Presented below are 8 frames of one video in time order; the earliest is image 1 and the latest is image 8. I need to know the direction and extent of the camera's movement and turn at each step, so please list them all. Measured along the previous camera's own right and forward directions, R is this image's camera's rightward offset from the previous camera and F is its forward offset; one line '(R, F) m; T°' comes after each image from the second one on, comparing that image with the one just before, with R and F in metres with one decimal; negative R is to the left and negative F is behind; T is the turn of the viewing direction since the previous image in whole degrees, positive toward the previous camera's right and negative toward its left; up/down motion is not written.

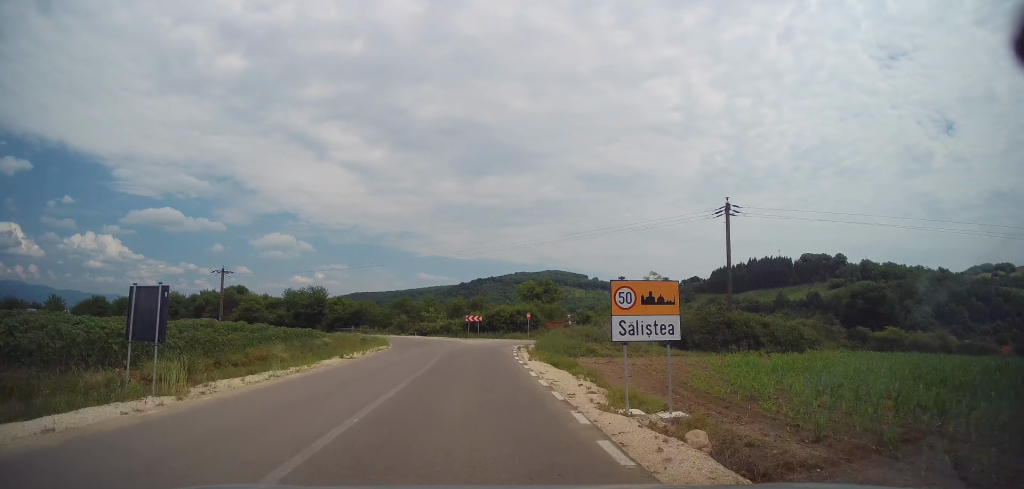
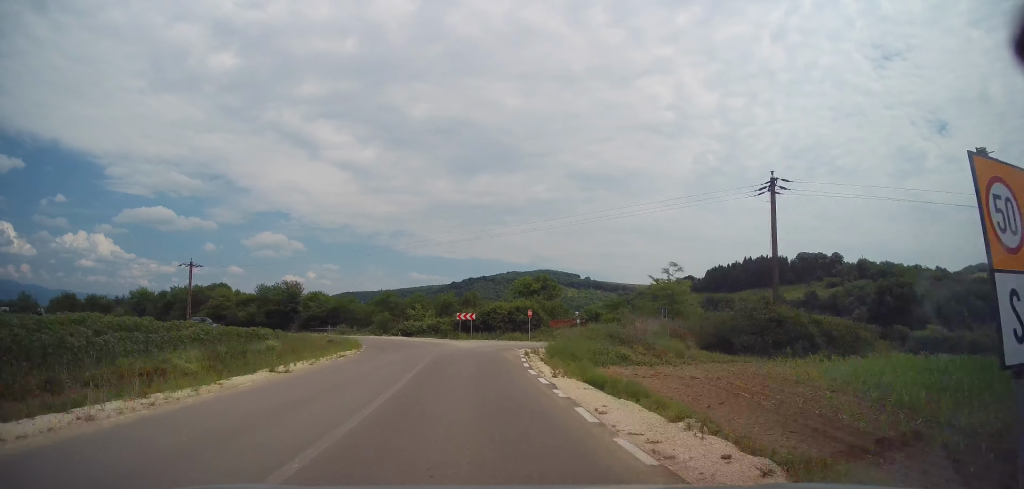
(-0.1, +7.3) m; +1°
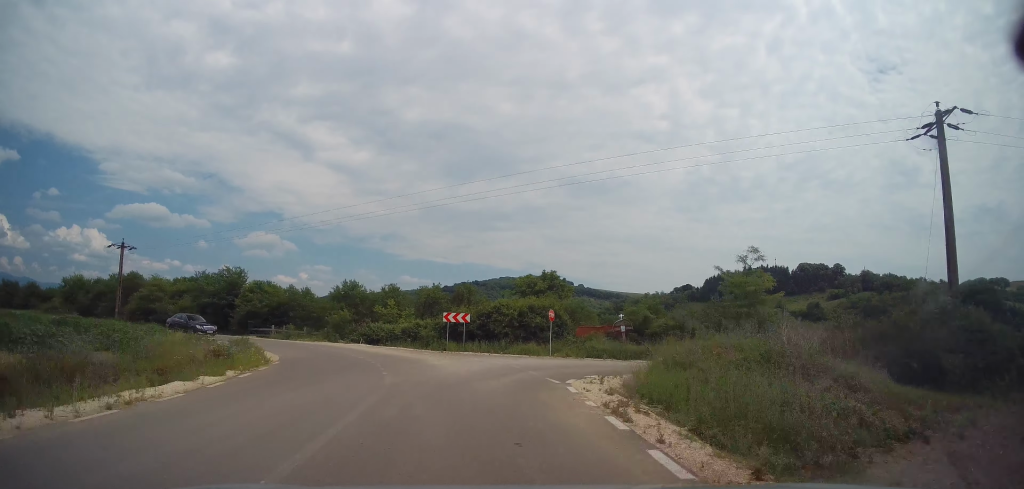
(+0.5, +13.8) m; +2°
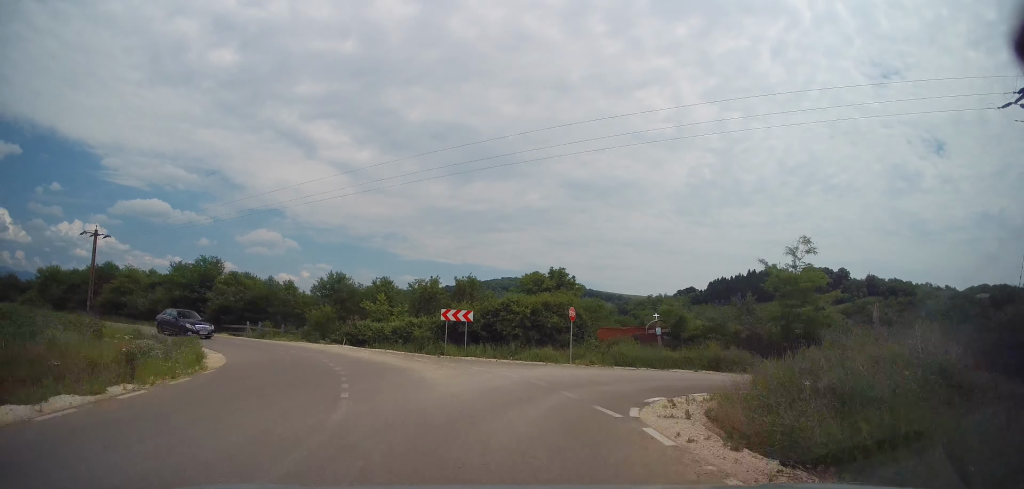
(0.0, +5.6) m; -1°
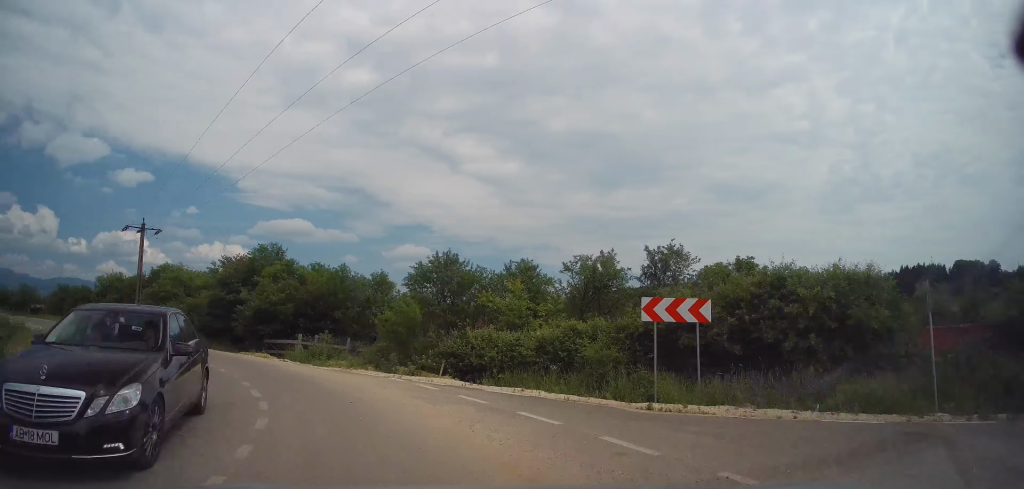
(-1.0, +15.2) m; -16°
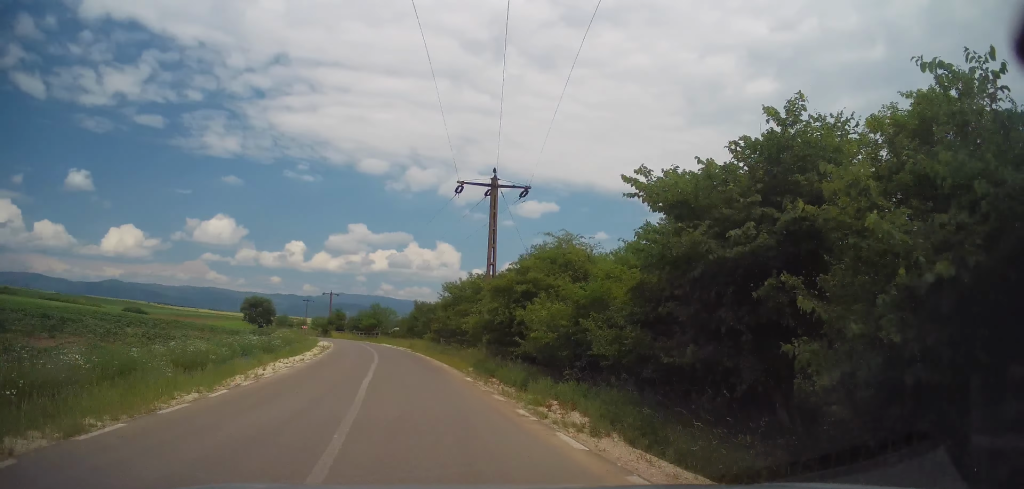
(-7.2, +18.8) m; -39°
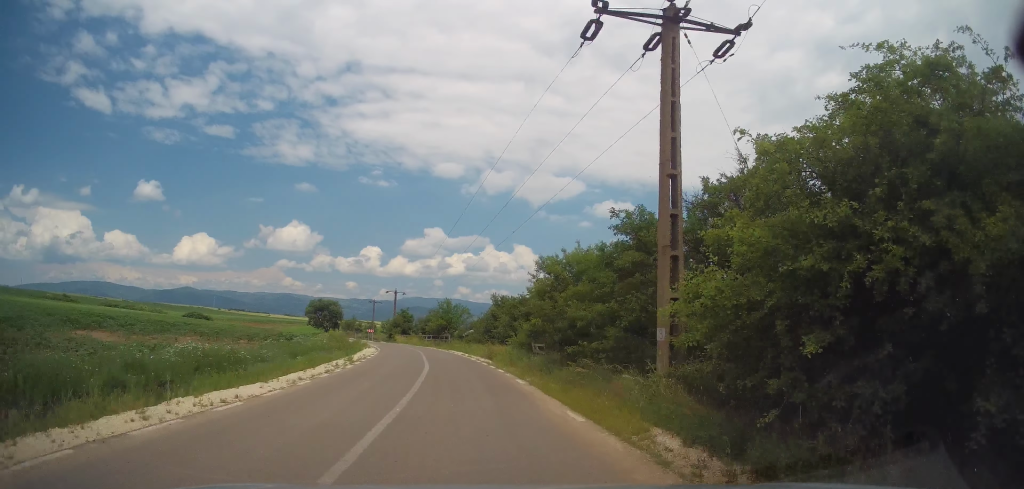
(-1.6, +12.4) m; -12°
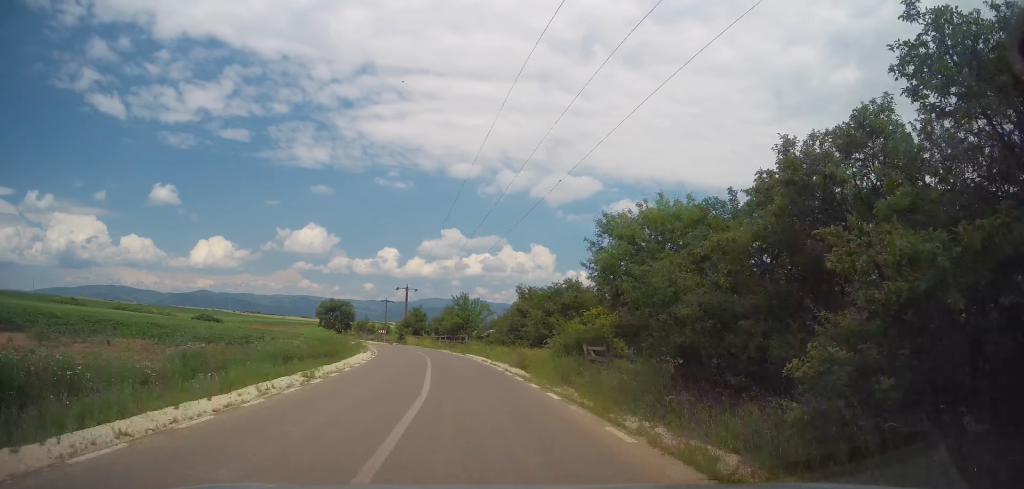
(-0.4, +7.7) m; -3°
